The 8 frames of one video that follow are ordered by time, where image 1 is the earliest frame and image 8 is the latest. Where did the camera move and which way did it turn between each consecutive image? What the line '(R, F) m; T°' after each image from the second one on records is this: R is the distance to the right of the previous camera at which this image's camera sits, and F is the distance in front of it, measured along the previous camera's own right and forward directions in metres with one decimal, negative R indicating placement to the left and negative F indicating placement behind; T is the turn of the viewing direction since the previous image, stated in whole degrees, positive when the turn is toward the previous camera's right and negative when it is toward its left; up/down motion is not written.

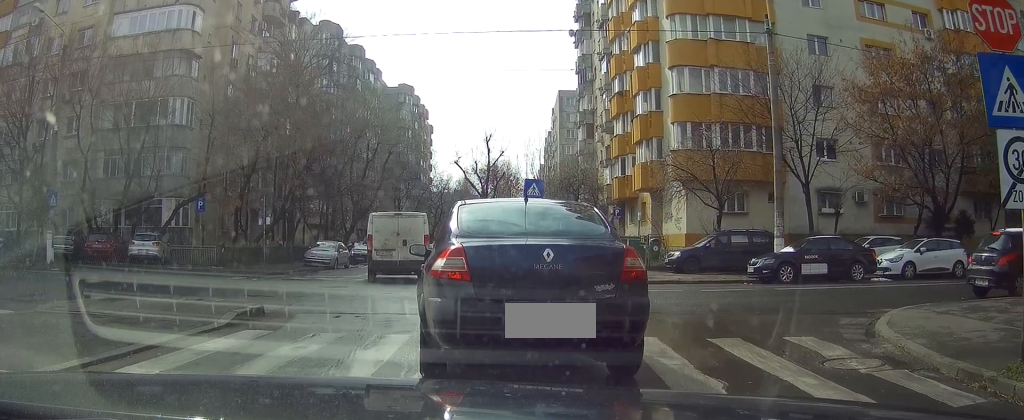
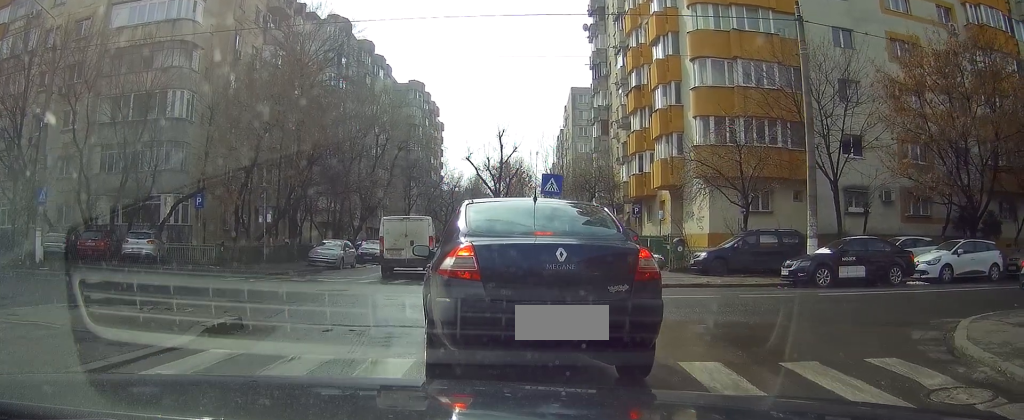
(-0.1, +1.6) m; -2°
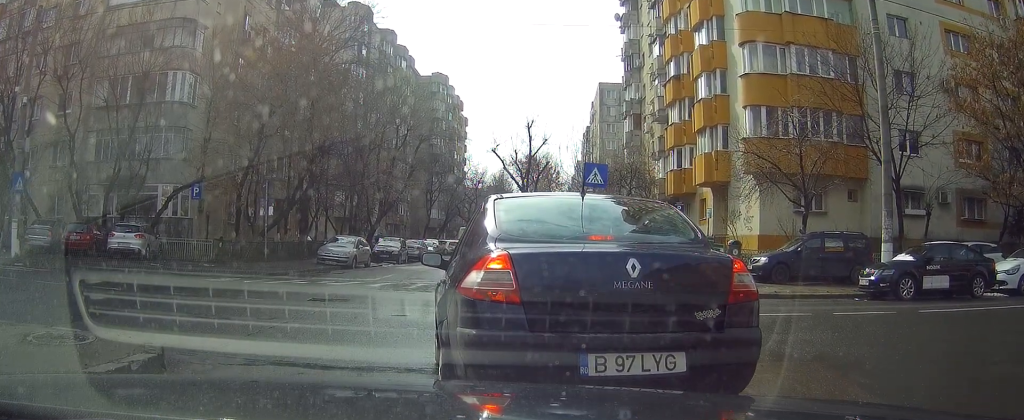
(0.0, +3.7) m; 0°
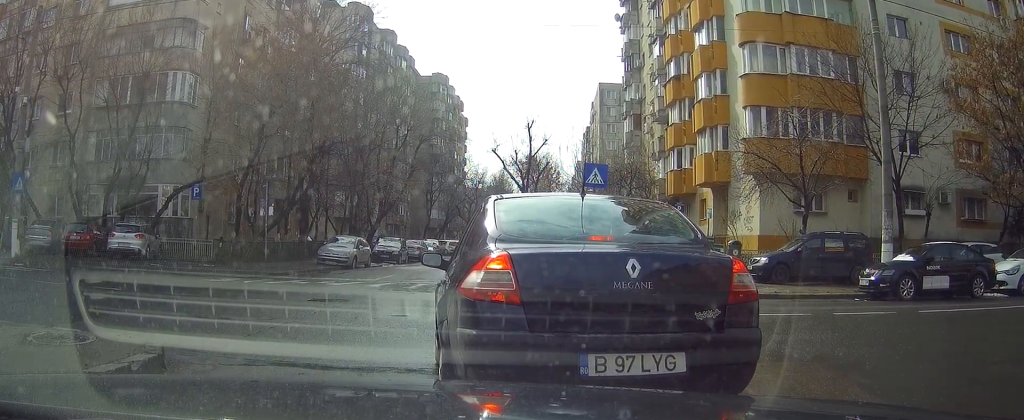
(+0.1, +0.2) m; 0°
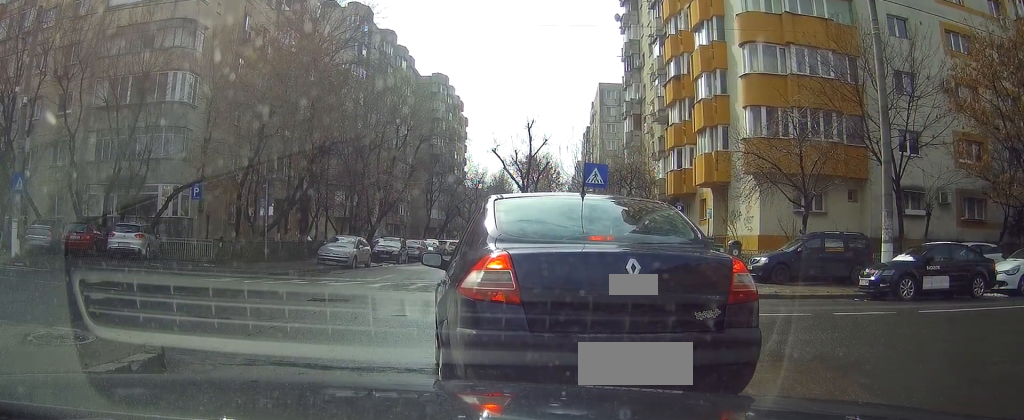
(+0.1, +0.2) m; 0°
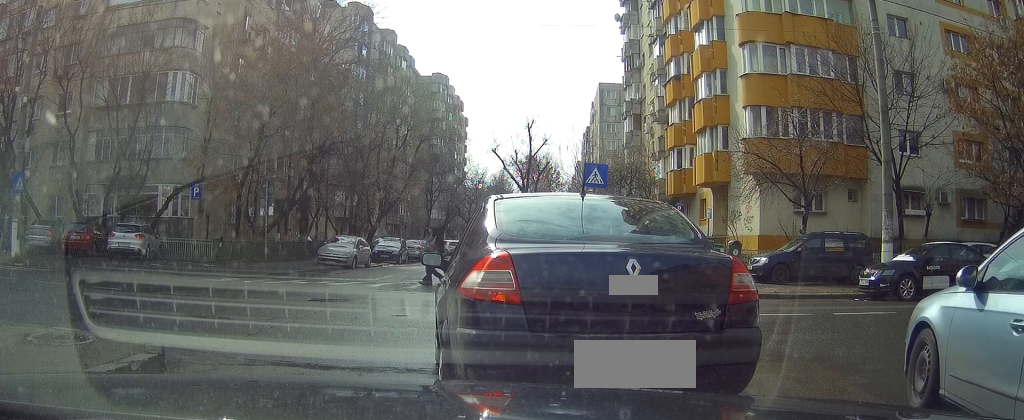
(0.0, 0.0) m; 0°
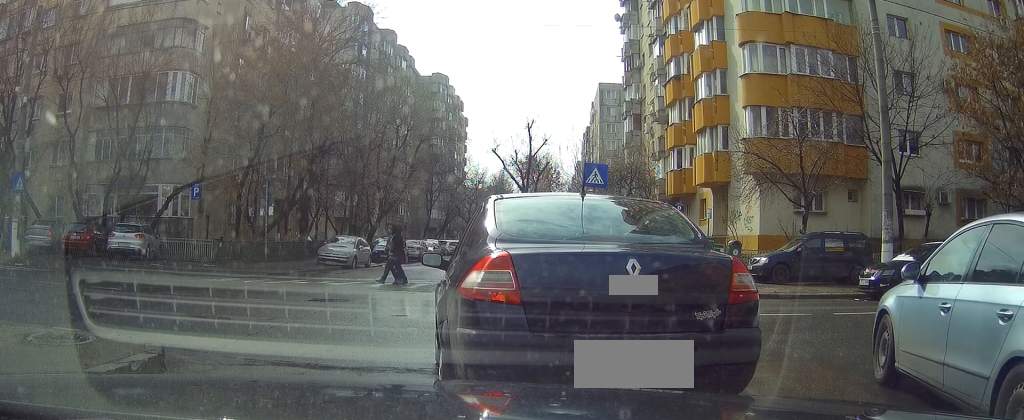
(0.0, 0.0) m; 0°
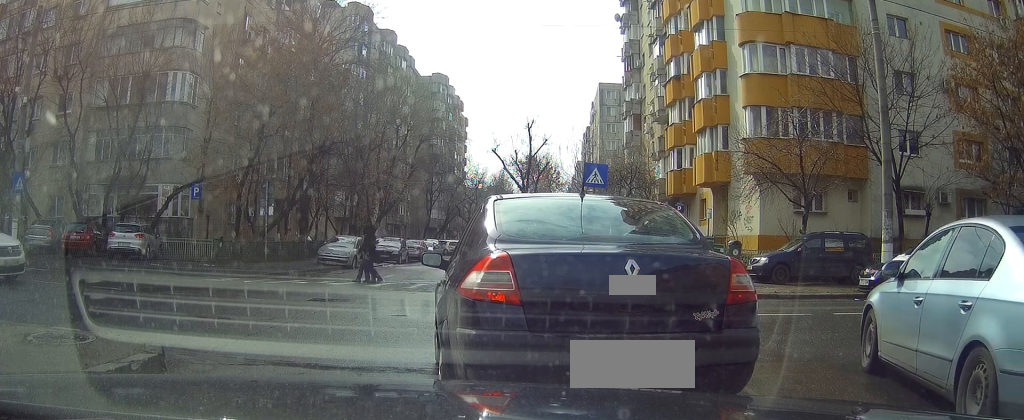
(0.0, 0.0) m; 0°
